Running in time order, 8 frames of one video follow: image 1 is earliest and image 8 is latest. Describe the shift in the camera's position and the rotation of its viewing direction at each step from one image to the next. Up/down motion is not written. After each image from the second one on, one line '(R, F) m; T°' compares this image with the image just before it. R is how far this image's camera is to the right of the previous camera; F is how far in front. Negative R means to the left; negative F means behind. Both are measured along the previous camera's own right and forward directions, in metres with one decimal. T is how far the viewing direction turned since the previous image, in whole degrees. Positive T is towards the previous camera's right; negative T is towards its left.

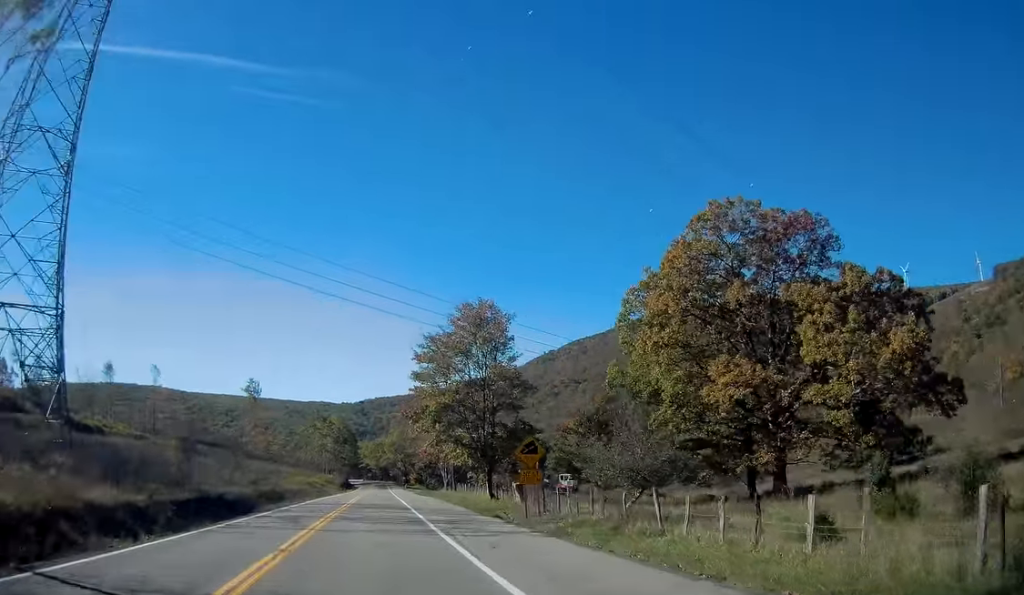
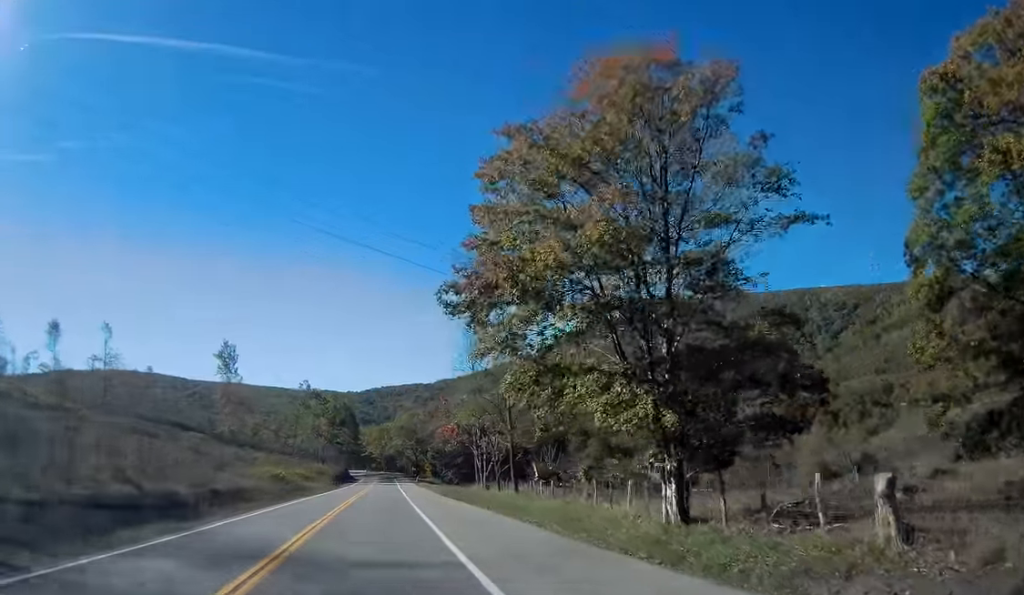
(+0.6, +31.3) m; +1°
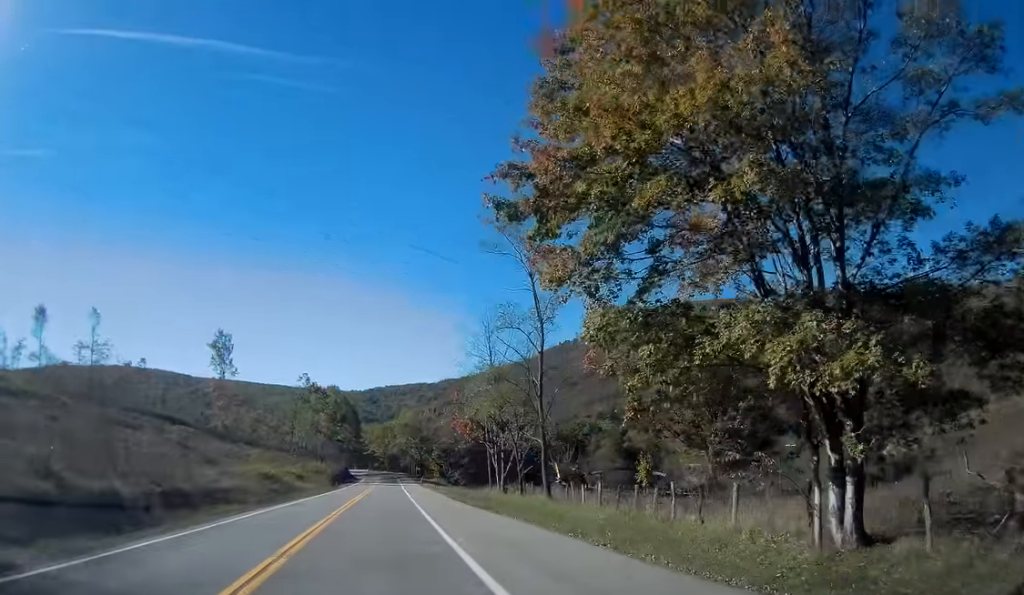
(0.0, +7.5) m; 0°
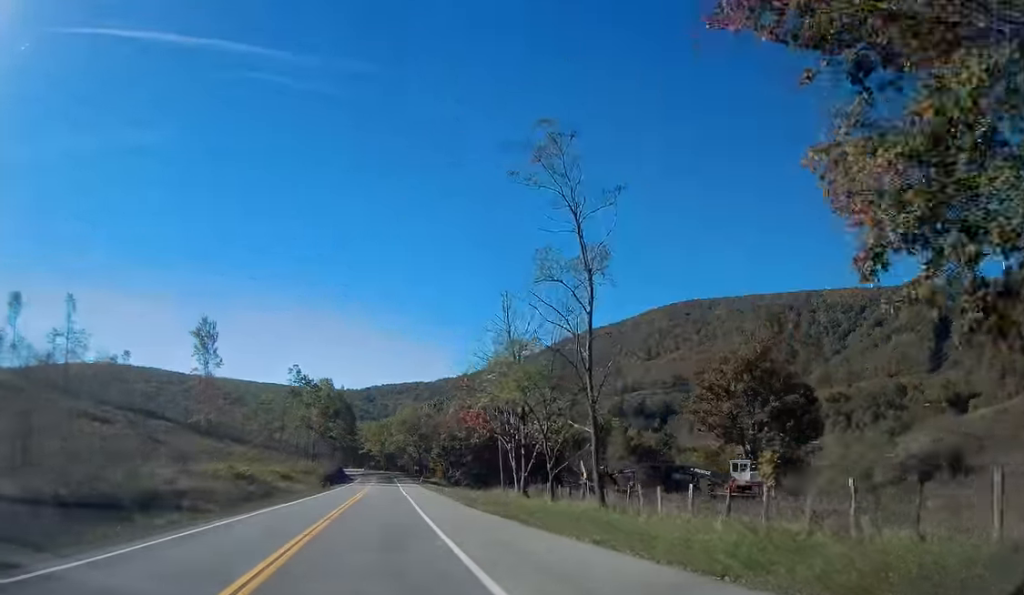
(0.0, +8.9) m; 0°
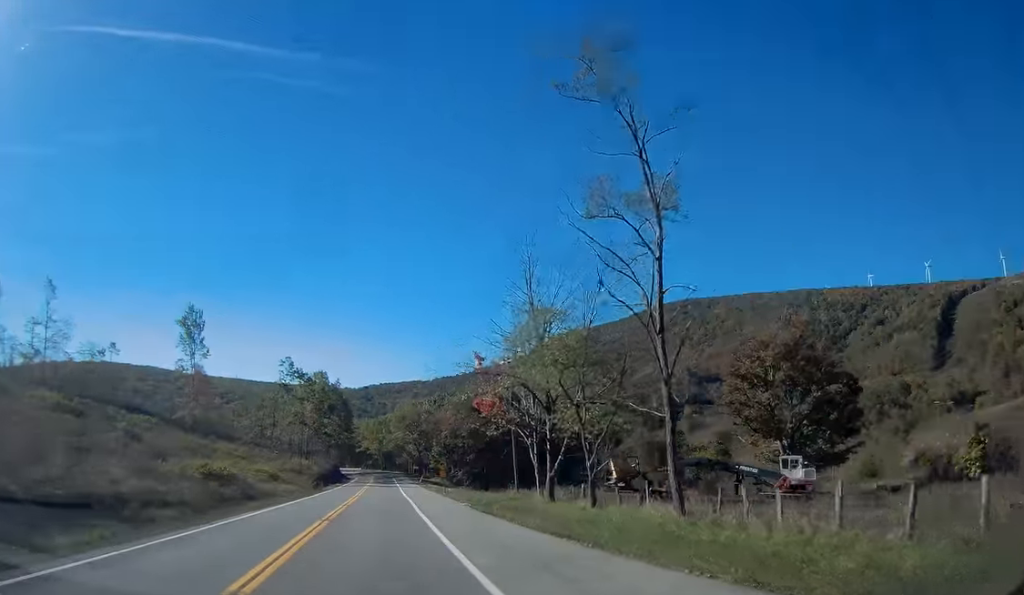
(0.0, +7.2) m; 0°
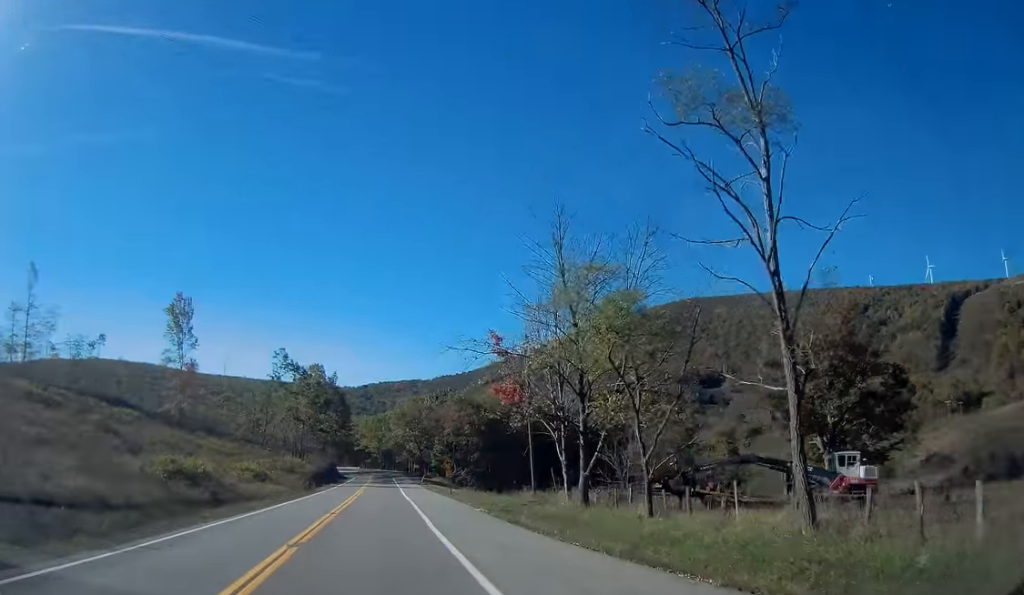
(-0.1, +6.3) m; 0°
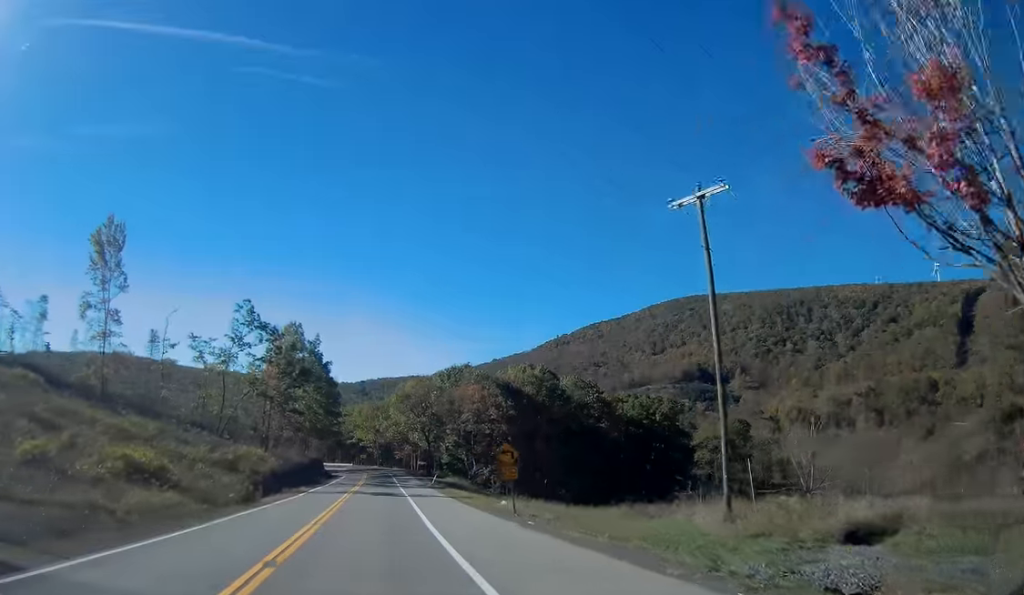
(-0.2, +27.7) m; -1°
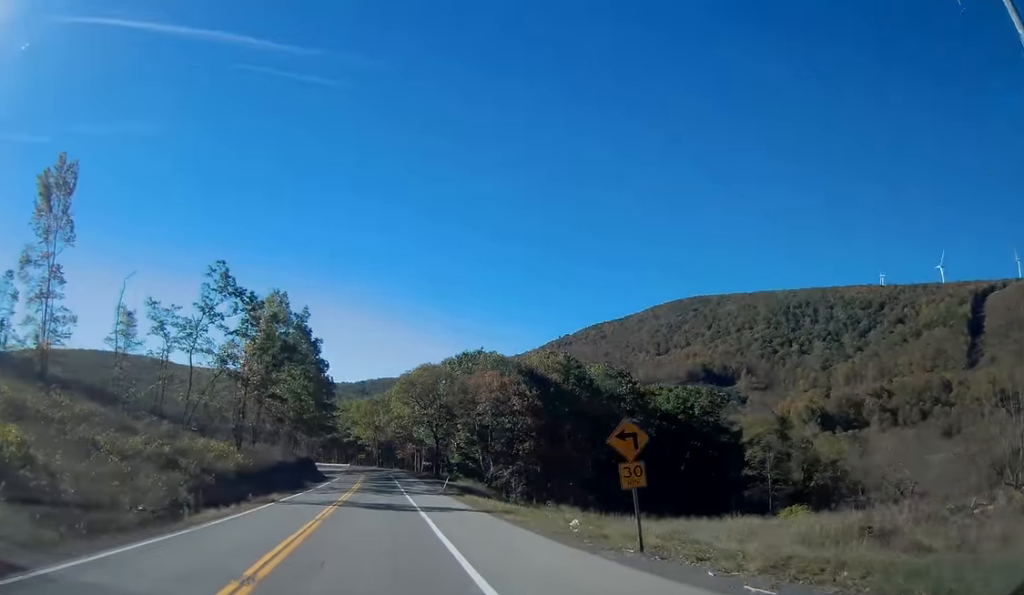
(+0.2, +14.1) m; +1°
